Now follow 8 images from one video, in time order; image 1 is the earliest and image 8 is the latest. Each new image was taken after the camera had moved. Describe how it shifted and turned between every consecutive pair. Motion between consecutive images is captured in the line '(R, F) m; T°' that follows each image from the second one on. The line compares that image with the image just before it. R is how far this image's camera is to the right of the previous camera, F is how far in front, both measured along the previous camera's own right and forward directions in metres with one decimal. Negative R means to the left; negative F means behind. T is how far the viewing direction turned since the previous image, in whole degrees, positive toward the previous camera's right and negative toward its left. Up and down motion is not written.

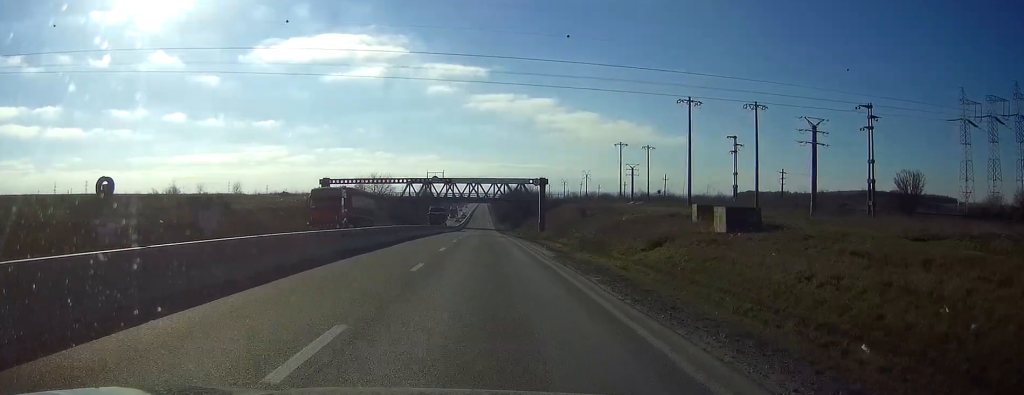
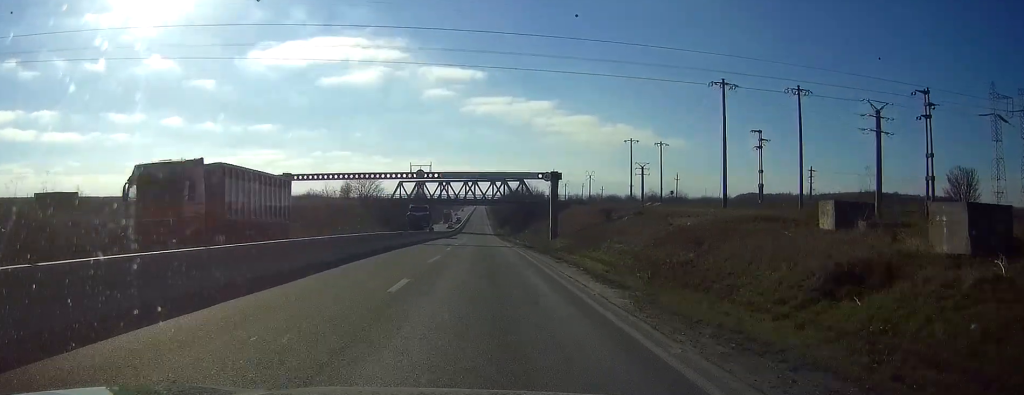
(-0.1, +15.2) m; 0°
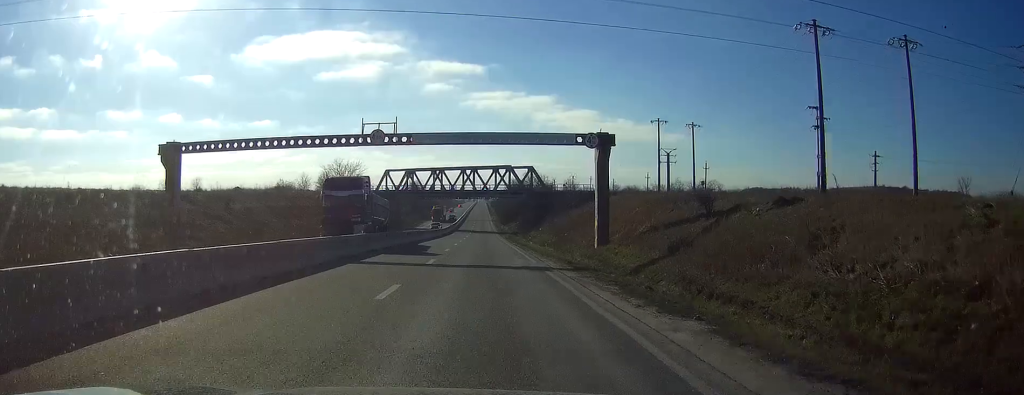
(+0.2, +25.0) m; 0°
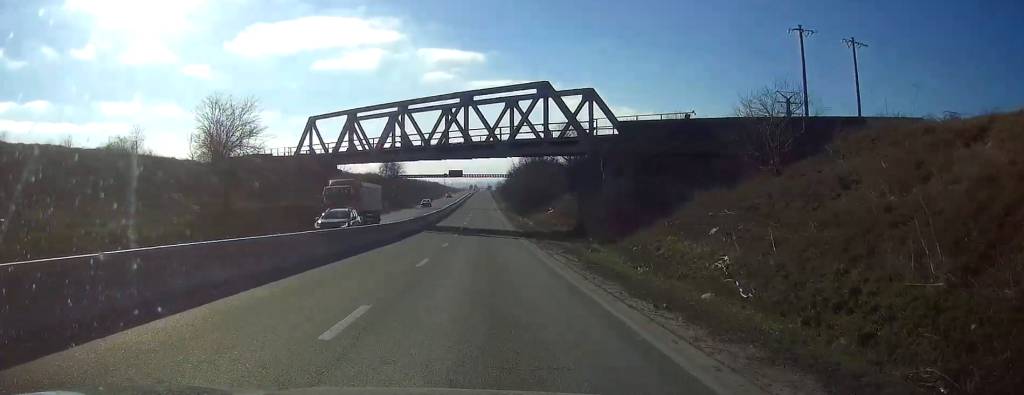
(-0.1, +63.3) m; 0°
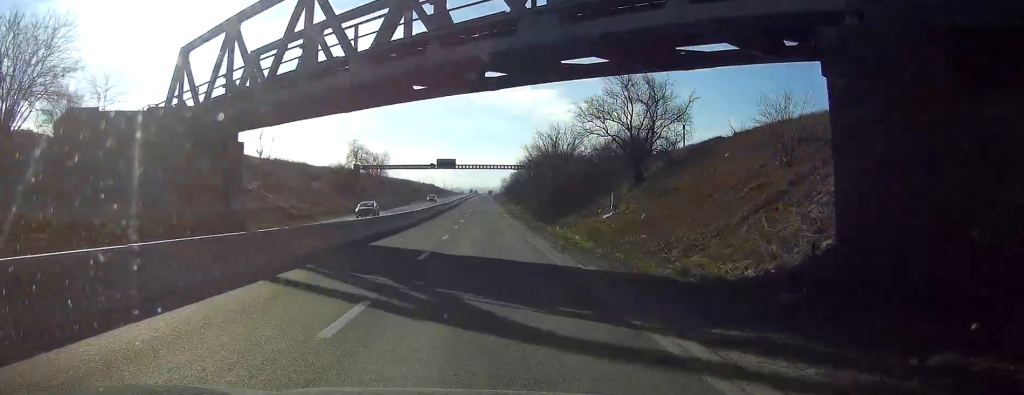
(0.0, +35.4) m; 0°
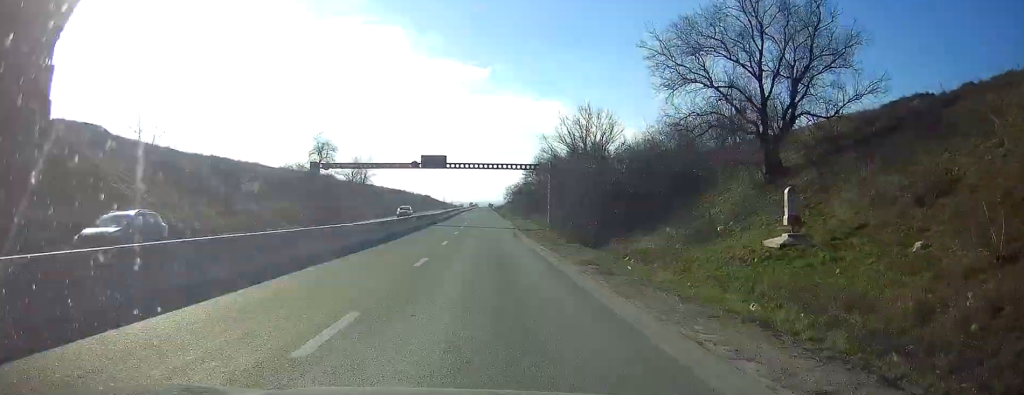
(+0.2, +24.7) m; 0°
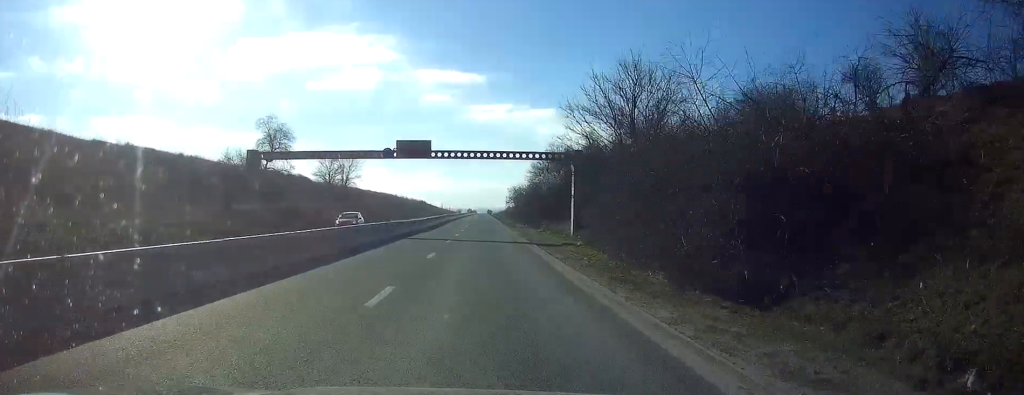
(-0.1, +19.6) m; 0°
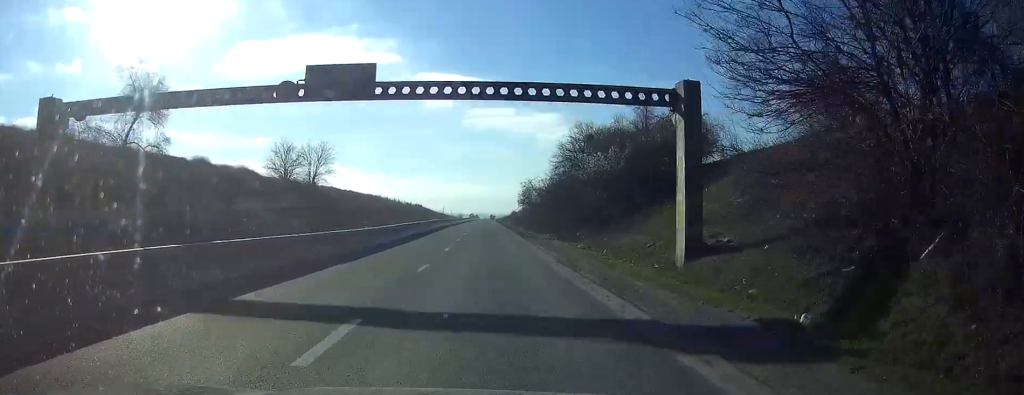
(-0.1, +27.9) m; 0°
